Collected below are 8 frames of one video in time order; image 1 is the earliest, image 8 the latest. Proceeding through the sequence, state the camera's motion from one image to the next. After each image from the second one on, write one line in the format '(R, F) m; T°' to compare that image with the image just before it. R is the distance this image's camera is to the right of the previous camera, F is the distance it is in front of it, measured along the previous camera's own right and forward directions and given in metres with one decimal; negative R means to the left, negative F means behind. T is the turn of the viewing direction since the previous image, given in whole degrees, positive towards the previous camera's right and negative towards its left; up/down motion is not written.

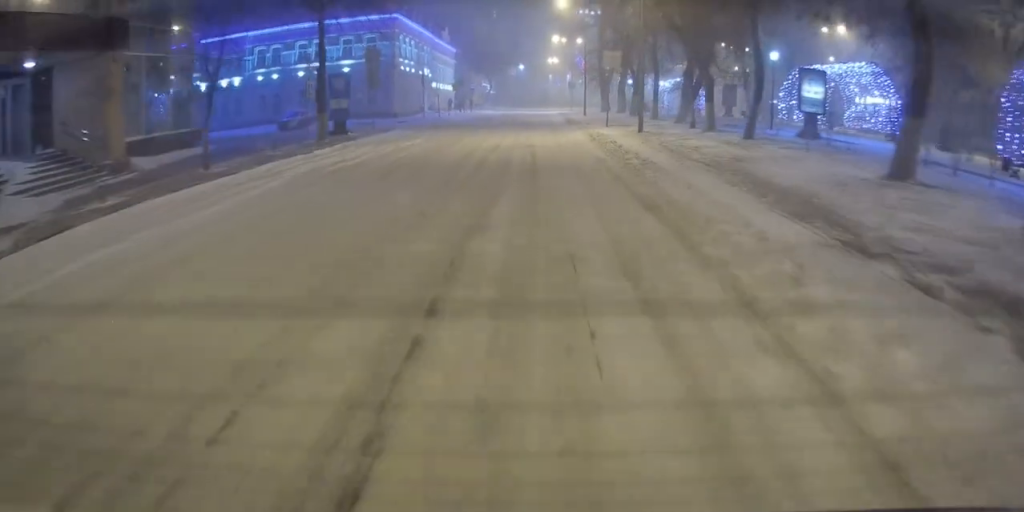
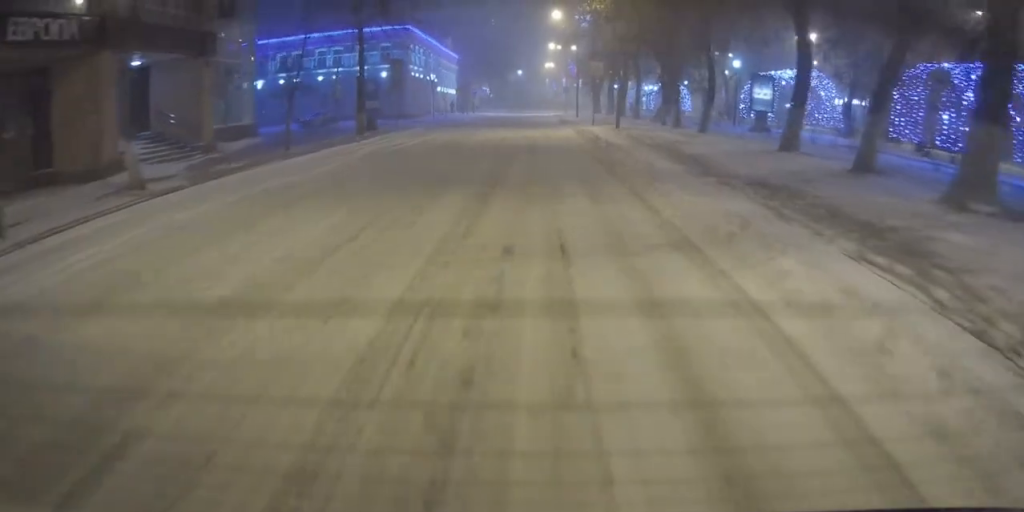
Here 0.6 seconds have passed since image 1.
(-0.1, +5.6) m; +1°
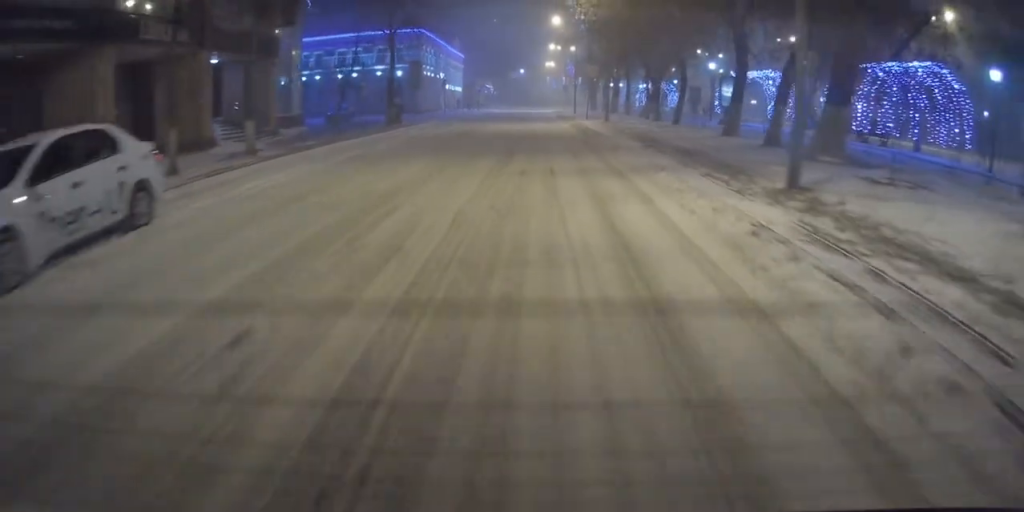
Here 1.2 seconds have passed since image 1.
(-0.1, +5.6) m; +1°
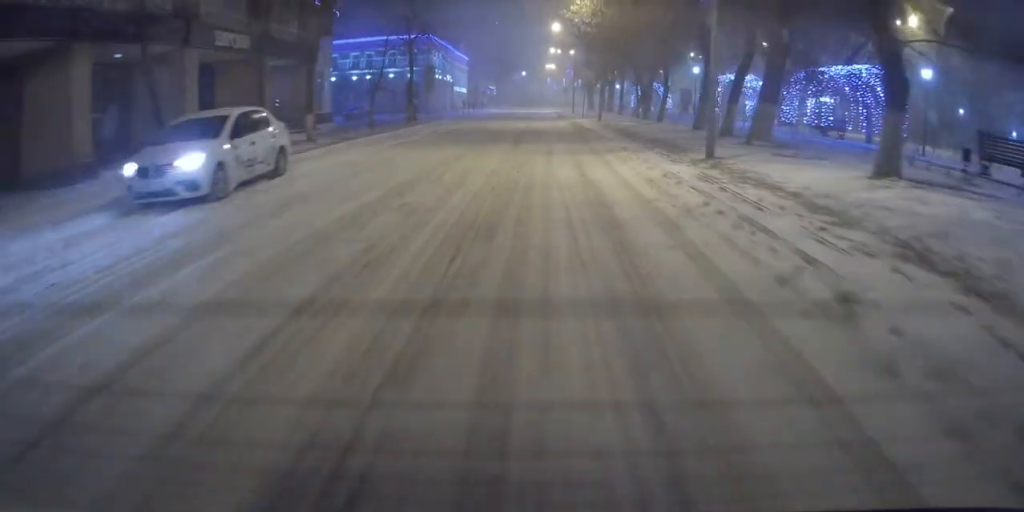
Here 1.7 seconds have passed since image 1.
(+0.2, +4.7) m; 0°
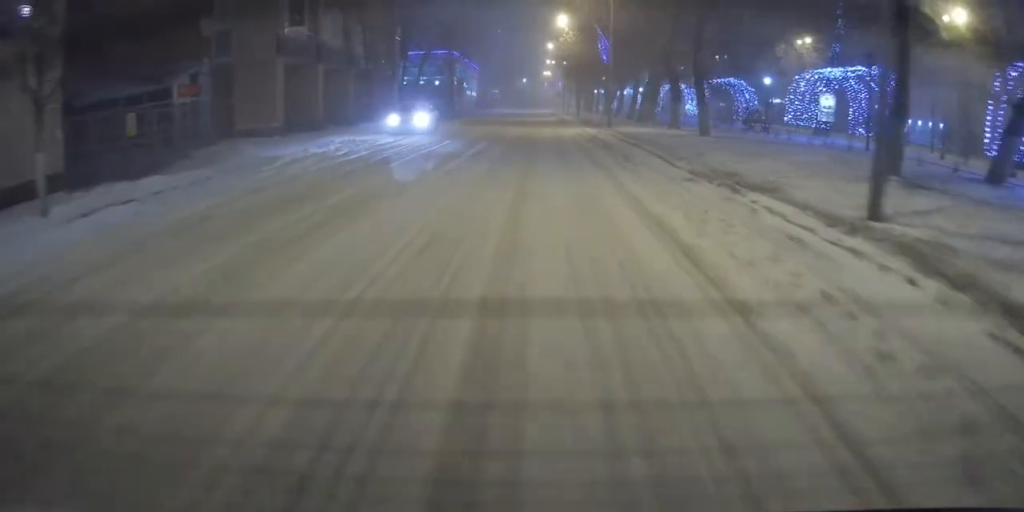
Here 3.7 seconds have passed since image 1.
(-0.2, +19.2) m; -1°
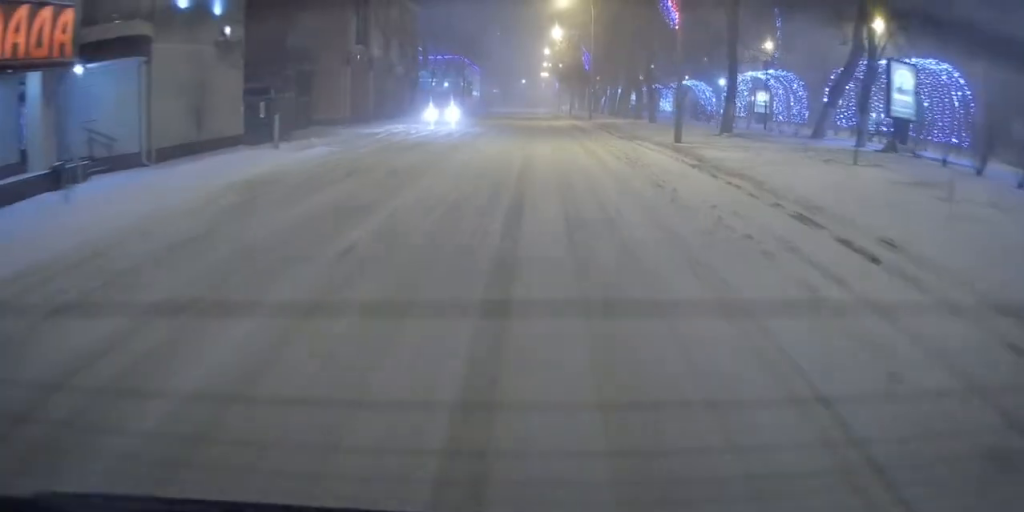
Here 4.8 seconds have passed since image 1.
(0.0, +10.5) m; -1°
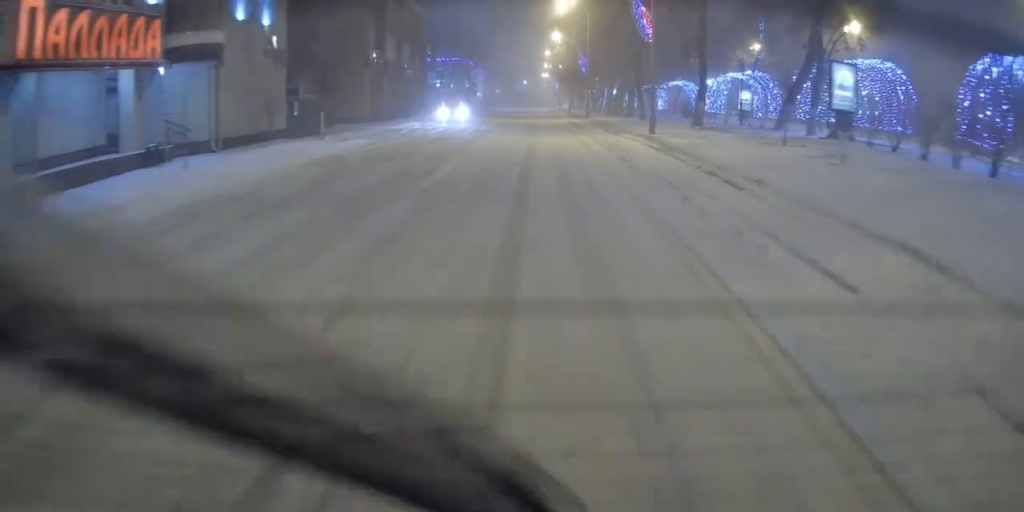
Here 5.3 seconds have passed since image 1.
(0.0, +4.5) m; -1°
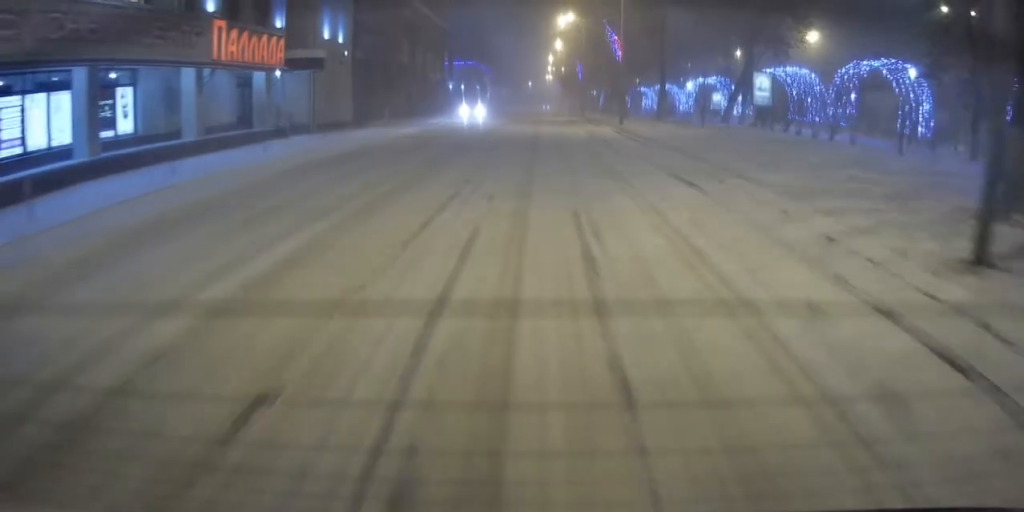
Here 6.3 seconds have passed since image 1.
(-0.2, +9.4) m; -1°
